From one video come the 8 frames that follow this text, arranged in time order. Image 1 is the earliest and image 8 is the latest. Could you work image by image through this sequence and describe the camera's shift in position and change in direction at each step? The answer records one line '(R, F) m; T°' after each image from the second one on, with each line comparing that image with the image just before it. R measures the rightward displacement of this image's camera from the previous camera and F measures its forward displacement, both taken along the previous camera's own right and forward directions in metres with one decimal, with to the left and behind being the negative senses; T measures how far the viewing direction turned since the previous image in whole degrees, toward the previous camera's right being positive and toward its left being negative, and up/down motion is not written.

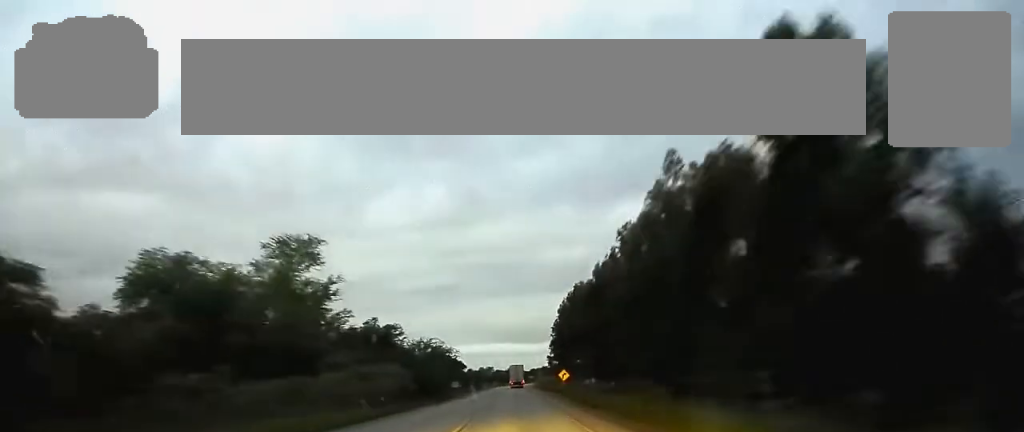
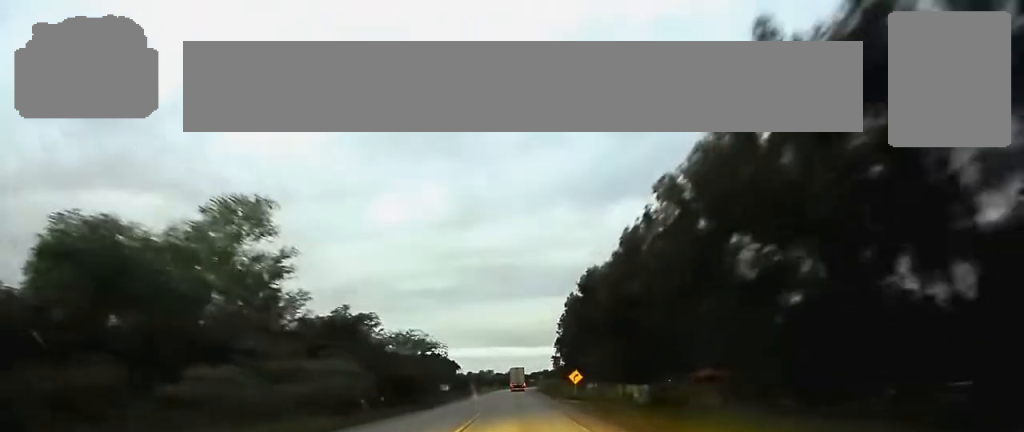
(0.0, +15.1) m; 0°
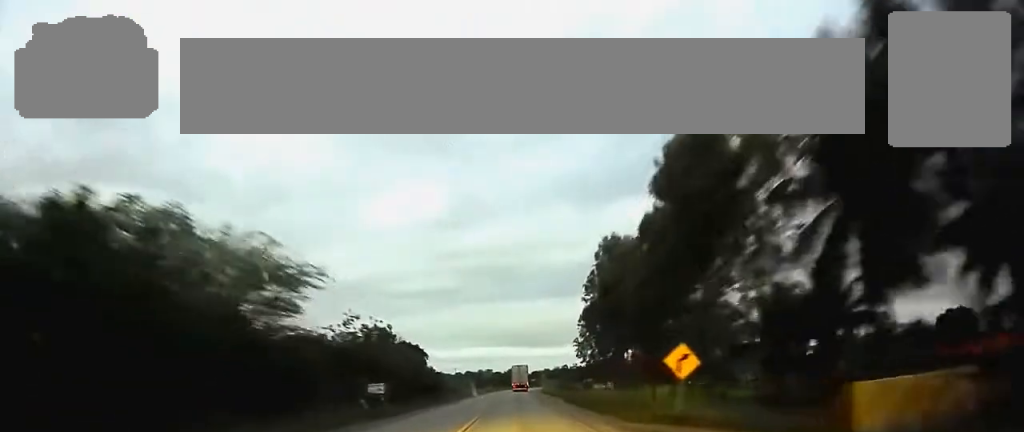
(0.0, +41.7) m; 0°
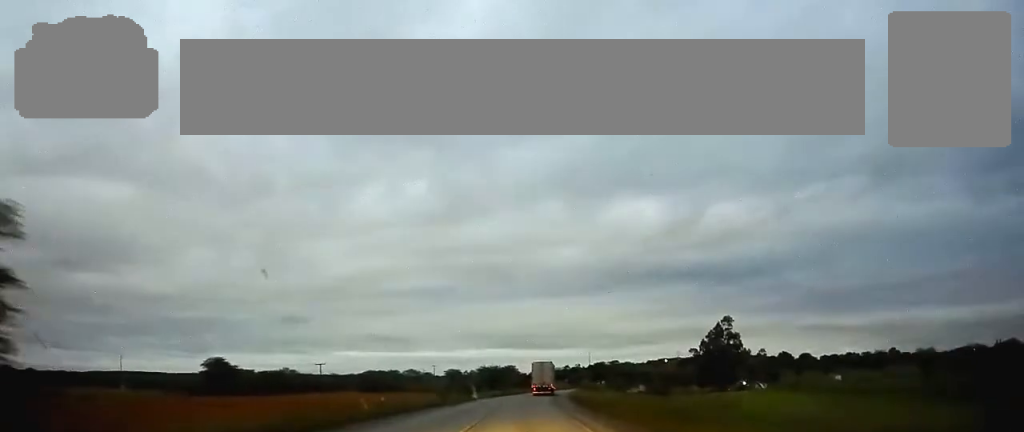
(+0.5, +87.2) m; +1°
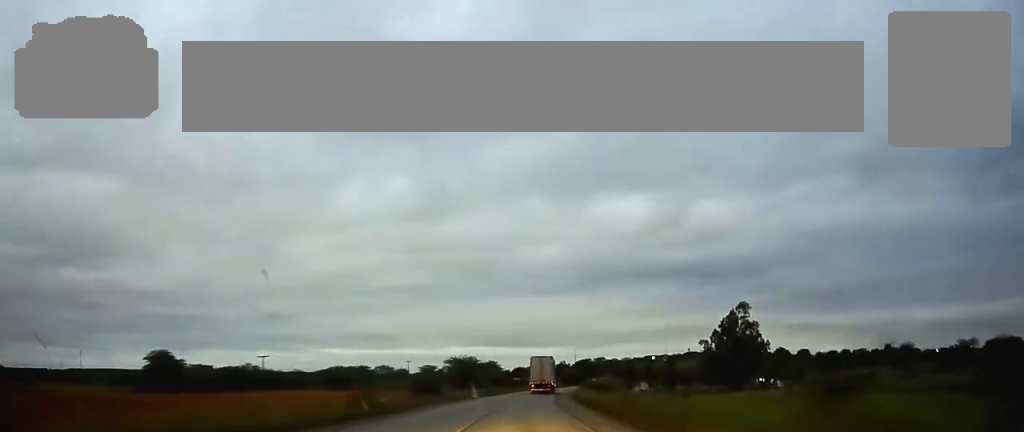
(+0.1, +27.6) m; +1°
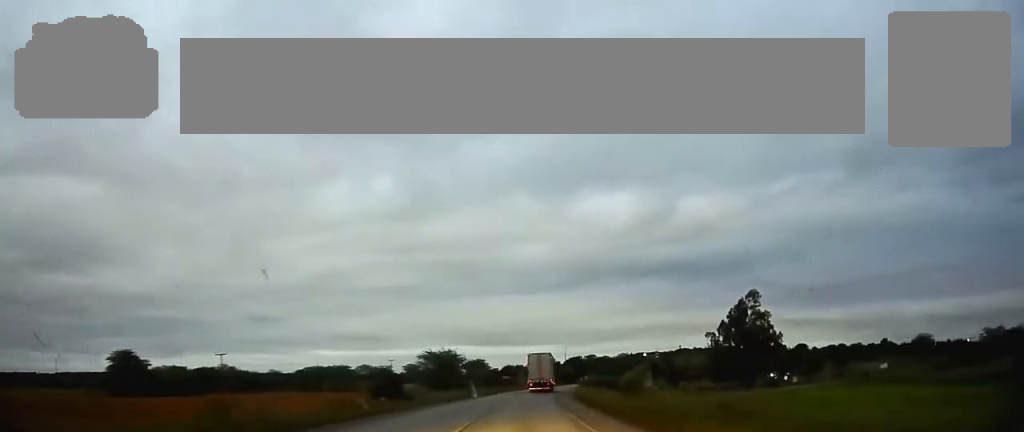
(+0.1, +15.2) m; +1°
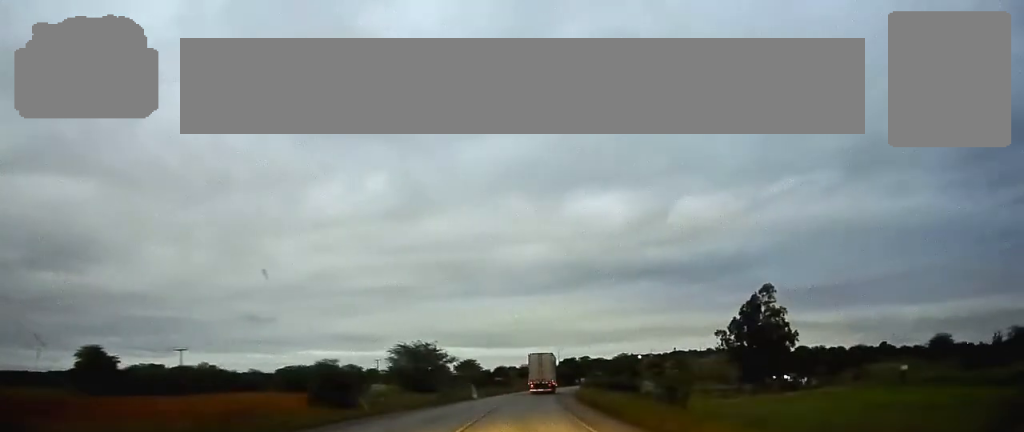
(0.0, +13.2) m; +1°
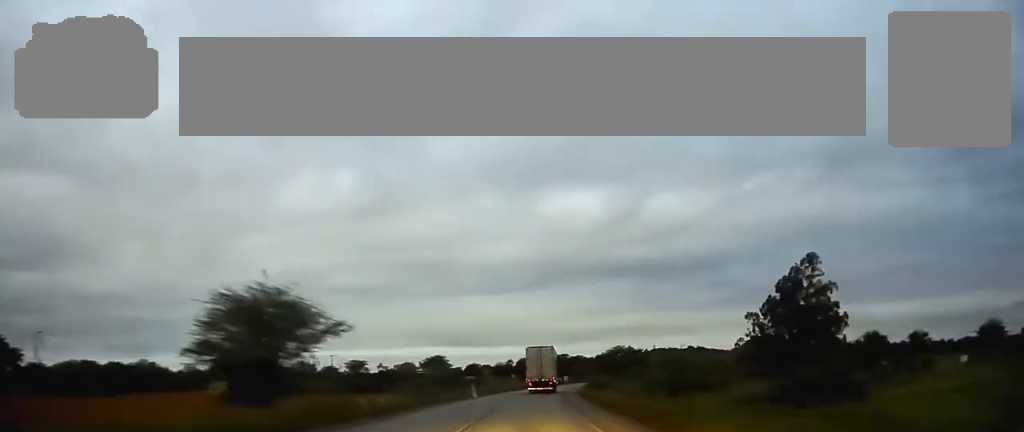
(+0.7, +32.9) m; +2°
